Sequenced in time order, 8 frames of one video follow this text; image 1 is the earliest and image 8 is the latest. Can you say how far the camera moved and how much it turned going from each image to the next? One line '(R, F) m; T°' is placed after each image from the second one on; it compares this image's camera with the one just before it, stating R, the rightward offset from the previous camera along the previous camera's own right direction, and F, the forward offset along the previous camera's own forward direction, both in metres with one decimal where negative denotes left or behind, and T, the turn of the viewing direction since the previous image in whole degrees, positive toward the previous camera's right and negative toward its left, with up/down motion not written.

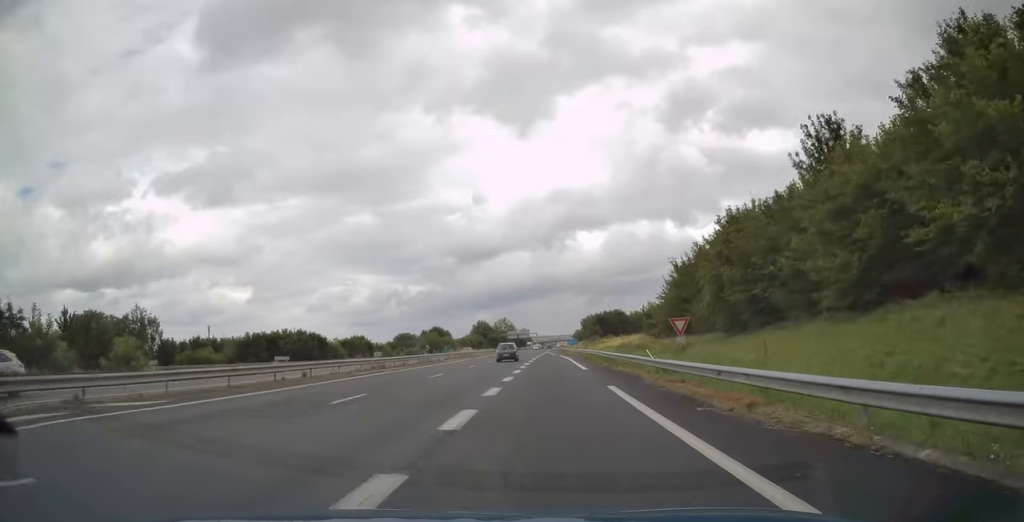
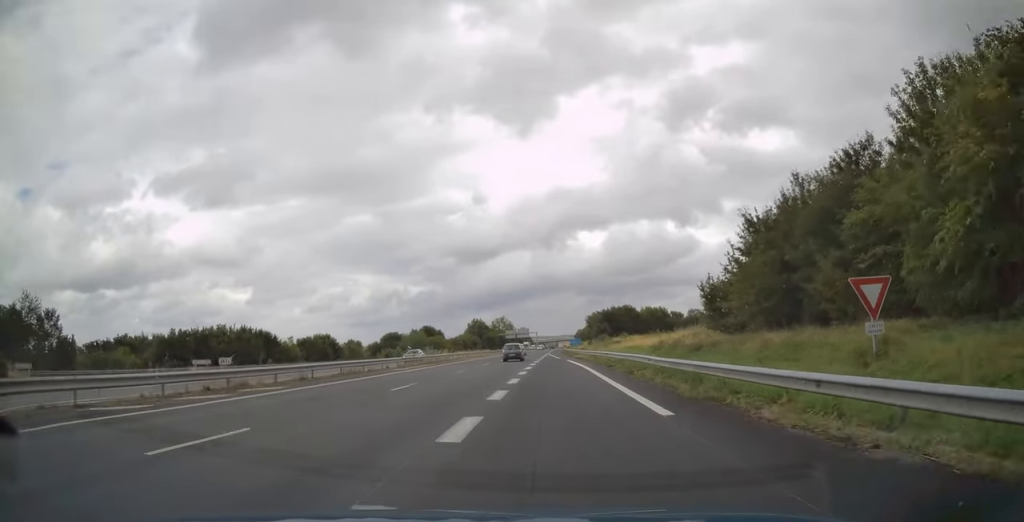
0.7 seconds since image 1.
(-0.2, +20.4) m; 0°
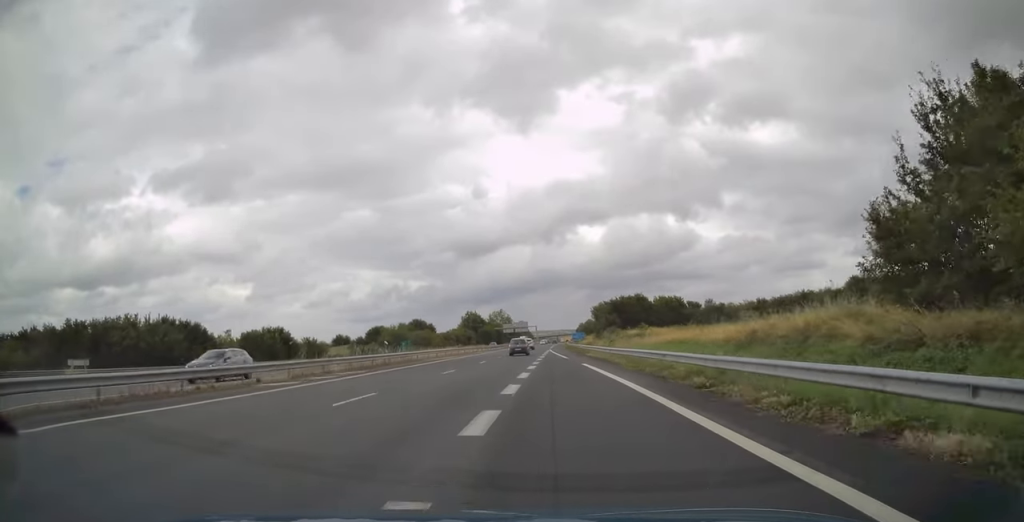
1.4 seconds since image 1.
(+0.1, +19.6) m; +1°
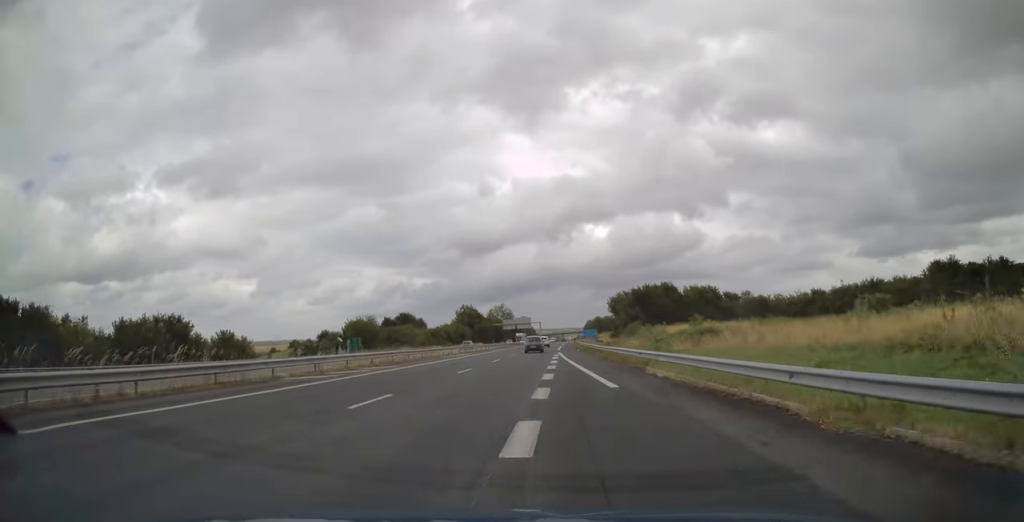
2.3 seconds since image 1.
(+0.2, +28.0) m; 0°
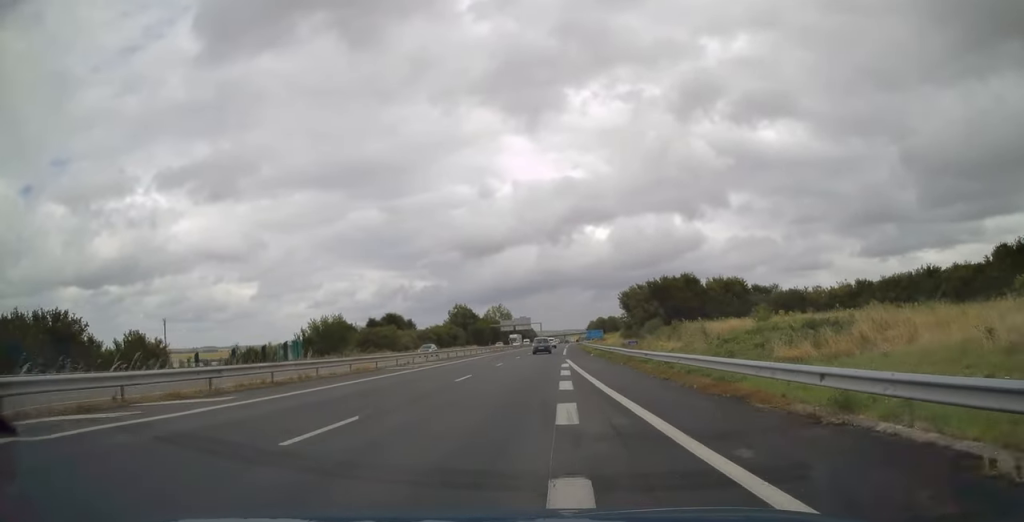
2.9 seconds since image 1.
(-0.1, +17.6) m; 0°
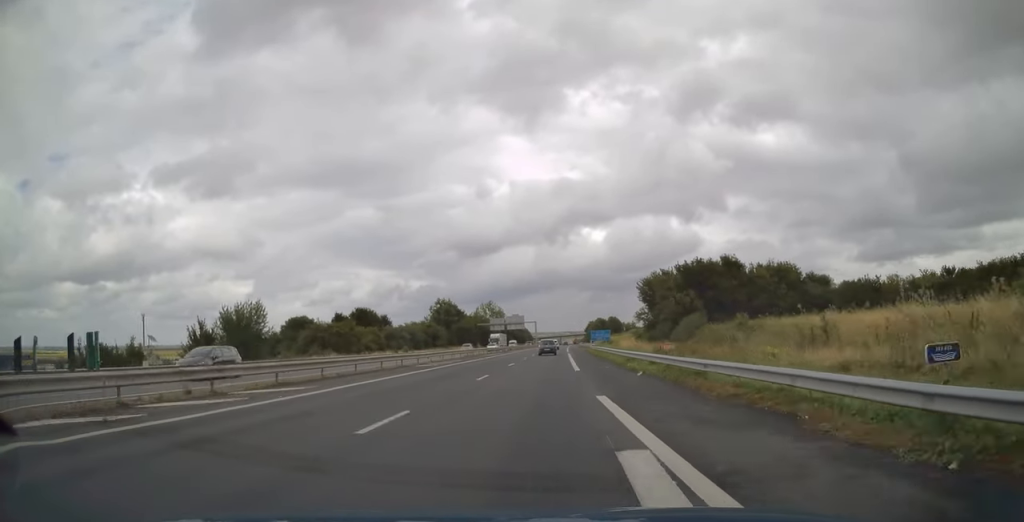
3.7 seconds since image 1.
(-0.1, +25.3) m; 0°
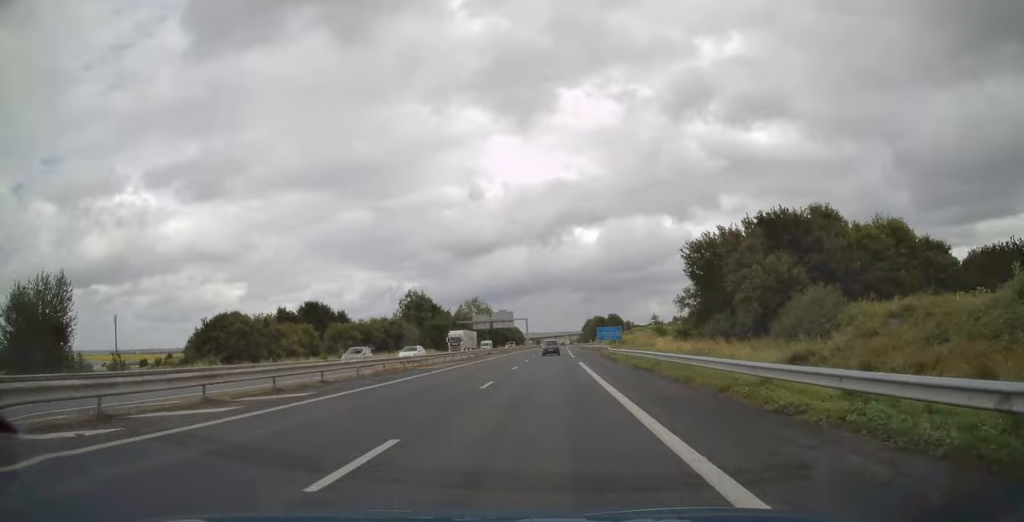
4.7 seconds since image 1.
(+0.3, +29.6) m; 0°
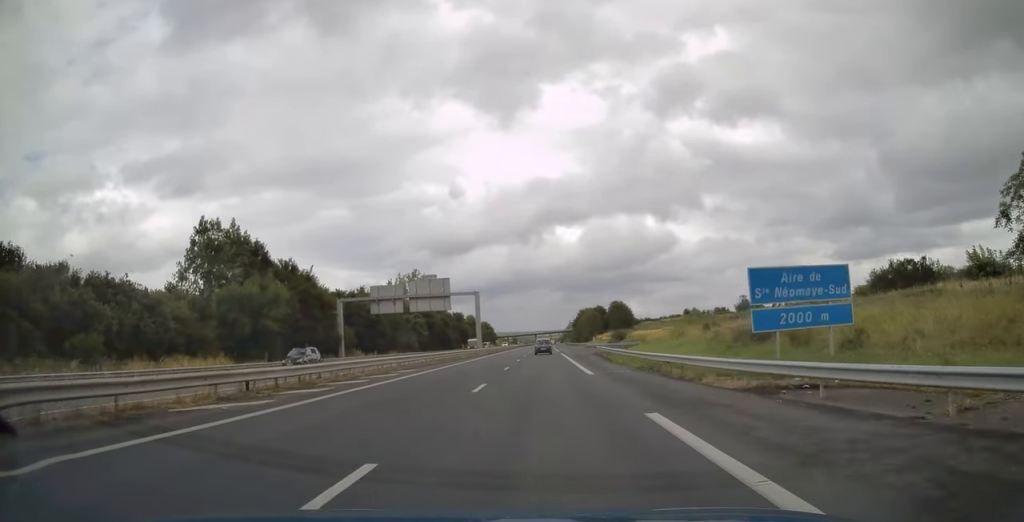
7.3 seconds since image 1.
(-0.1, +80.7) m; +1°
